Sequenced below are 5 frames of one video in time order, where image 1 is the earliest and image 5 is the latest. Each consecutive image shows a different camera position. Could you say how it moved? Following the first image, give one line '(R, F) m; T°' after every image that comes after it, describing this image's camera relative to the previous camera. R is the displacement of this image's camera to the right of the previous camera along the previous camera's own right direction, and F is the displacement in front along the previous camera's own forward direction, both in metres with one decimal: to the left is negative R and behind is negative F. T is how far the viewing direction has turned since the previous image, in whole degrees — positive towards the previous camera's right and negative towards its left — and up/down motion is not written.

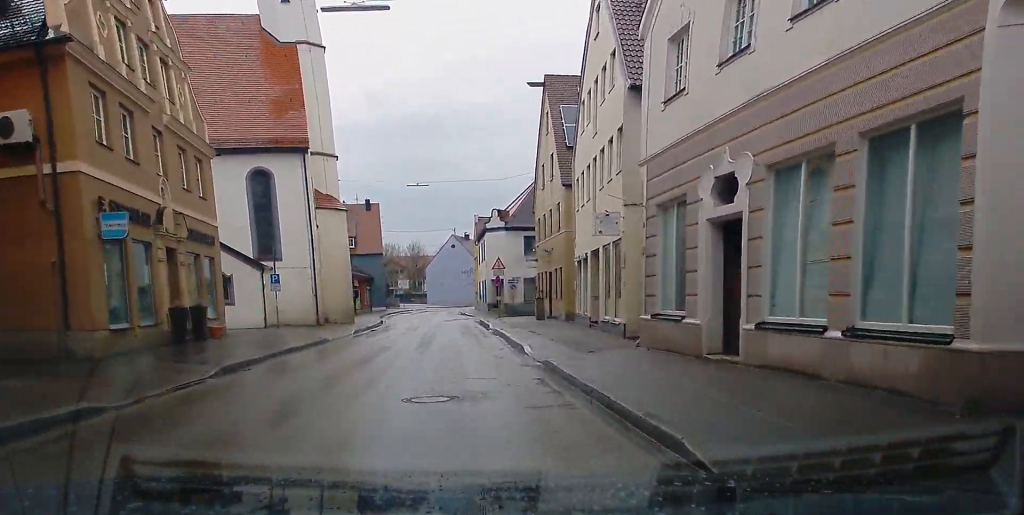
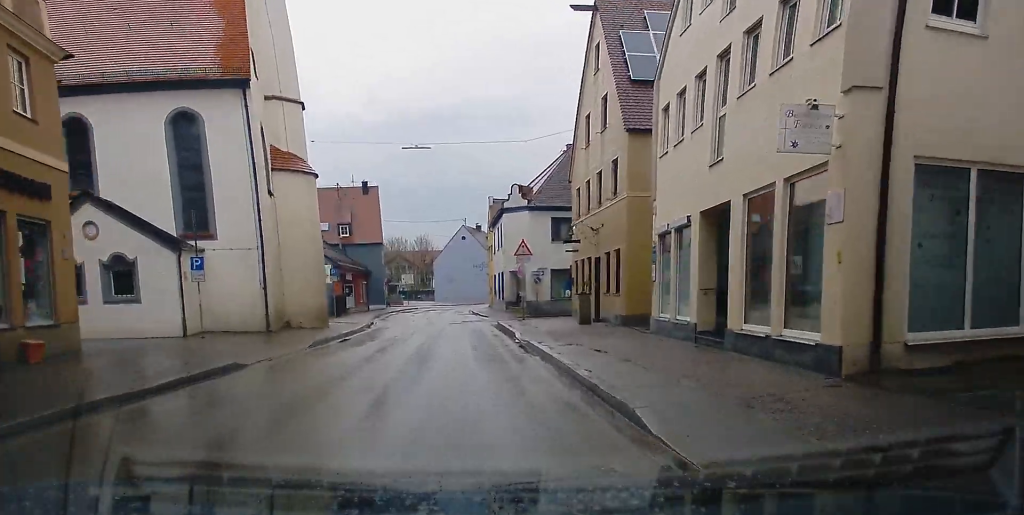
(+0.3, +9.7) m; -2°
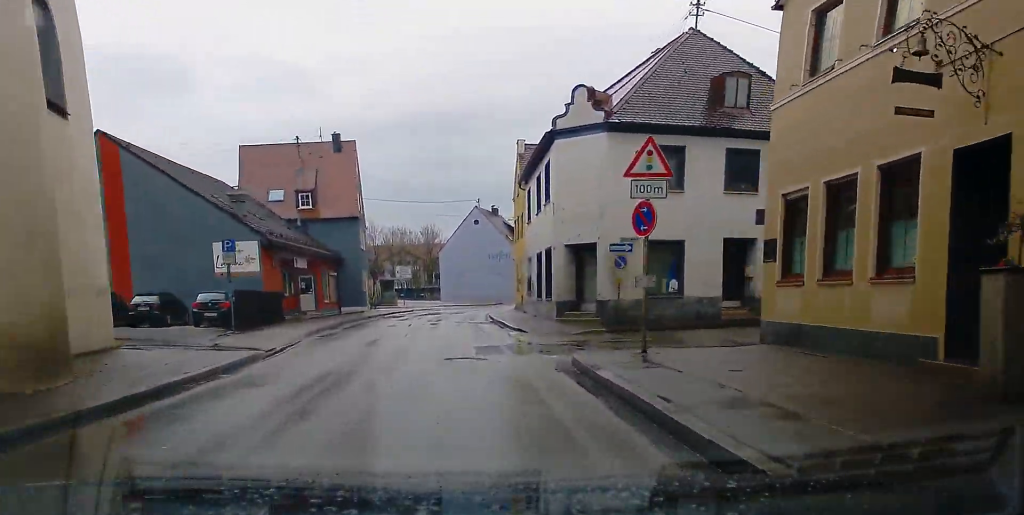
(-1.1, +22.2) m; -2°
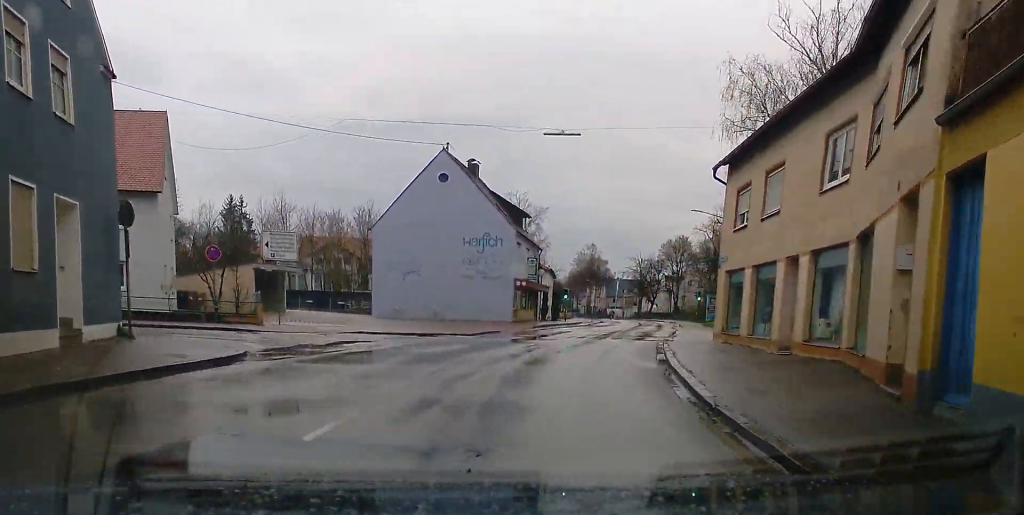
(+2.7, +46.0) m; +9°
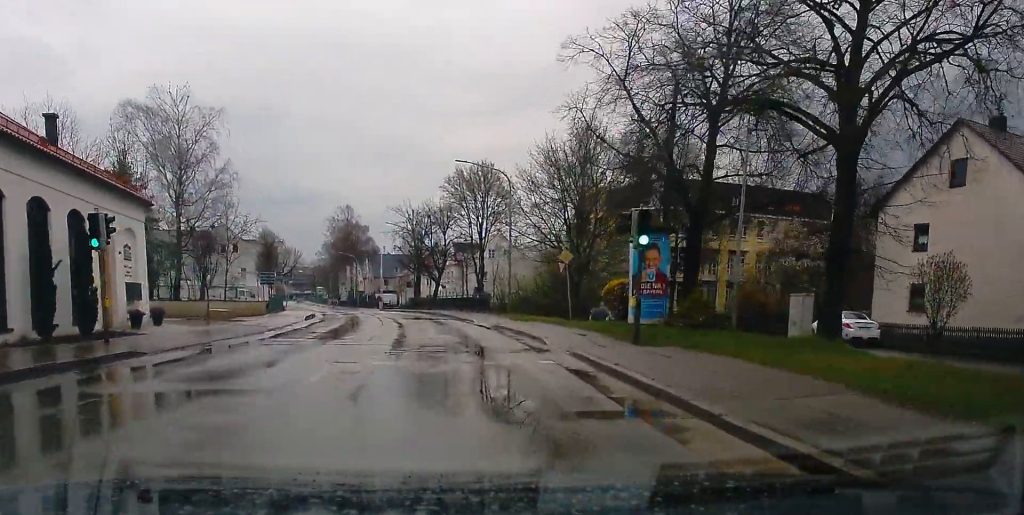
(+7.0, +58.8) m; +9°
